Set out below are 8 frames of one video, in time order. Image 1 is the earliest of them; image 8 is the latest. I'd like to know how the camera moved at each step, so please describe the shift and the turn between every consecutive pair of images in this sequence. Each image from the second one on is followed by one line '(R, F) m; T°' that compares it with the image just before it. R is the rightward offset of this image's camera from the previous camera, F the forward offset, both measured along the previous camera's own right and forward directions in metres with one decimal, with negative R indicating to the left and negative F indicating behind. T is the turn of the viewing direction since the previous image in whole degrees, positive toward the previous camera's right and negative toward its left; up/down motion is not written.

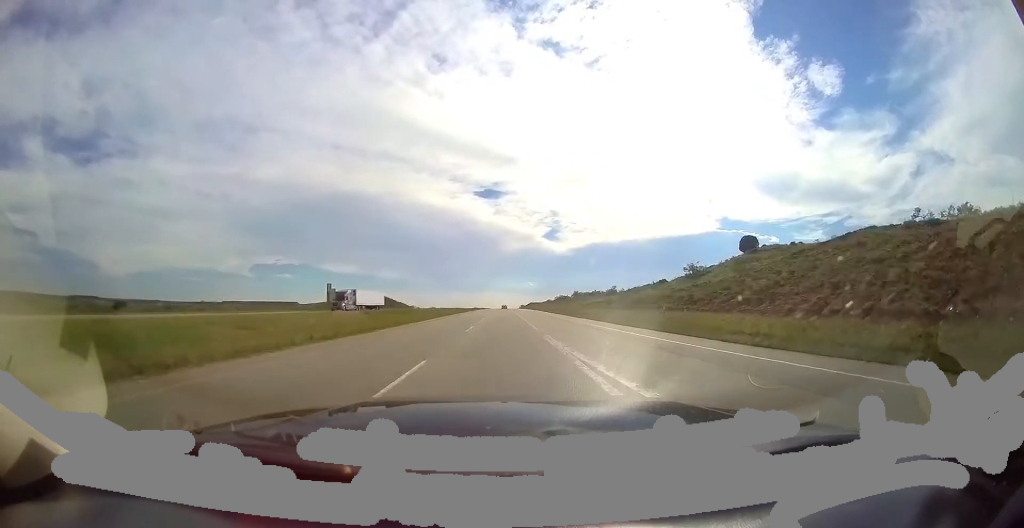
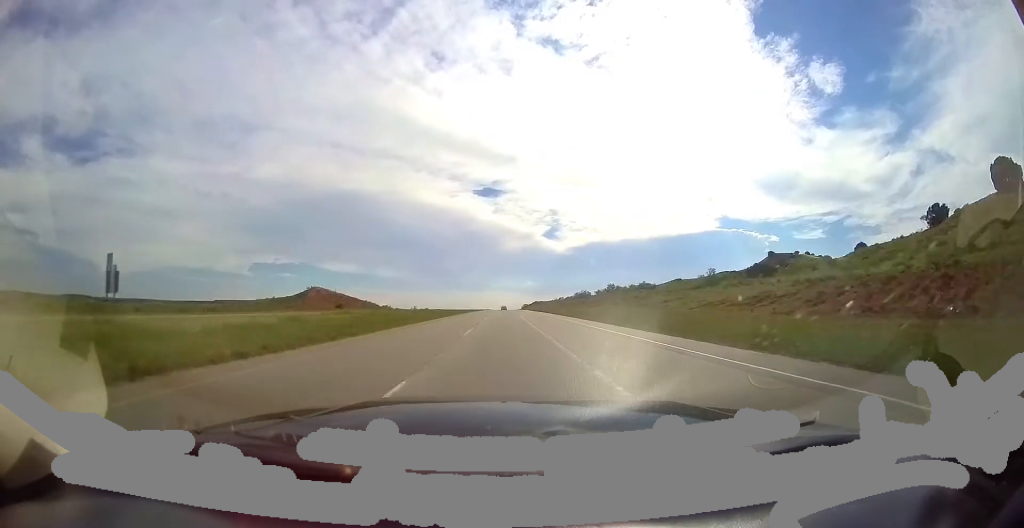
(+0.3, +50.3) m; 0°
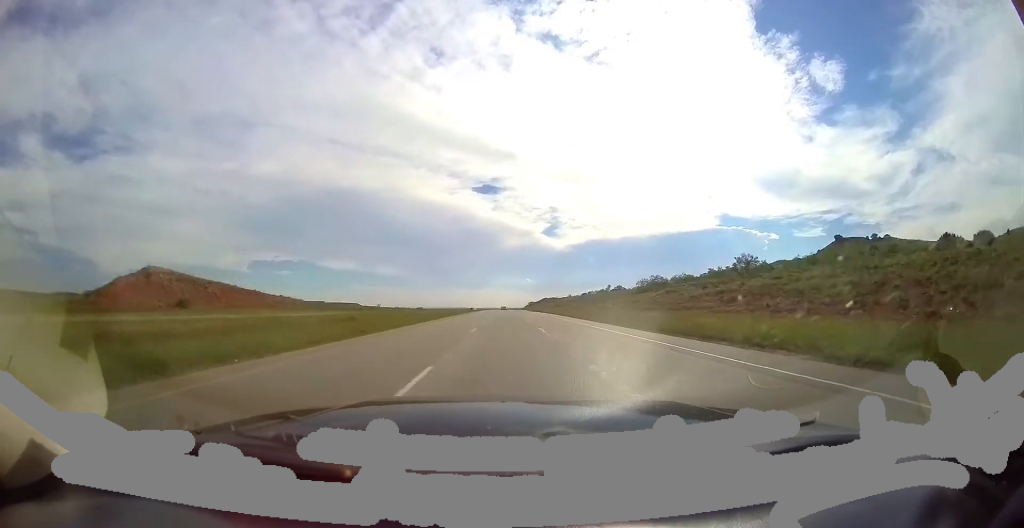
(+0.2, +59.8) m; 0°
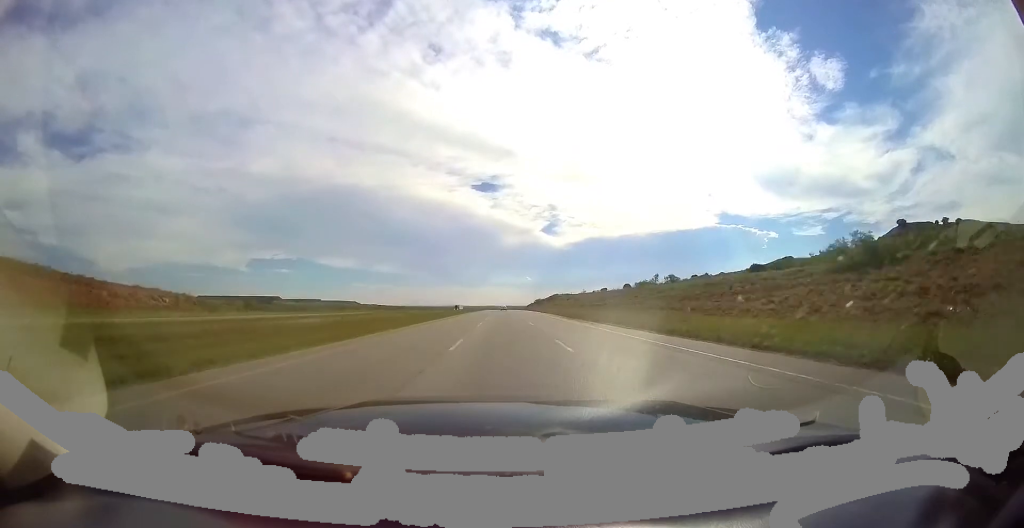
(-0.1, +43.0) m; 0°
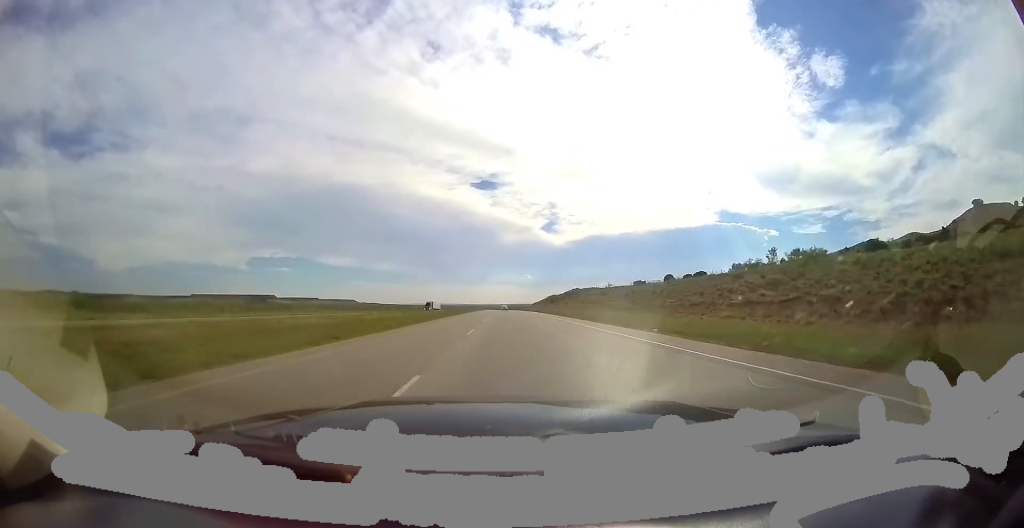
(0.0, +43.1) m; 0°
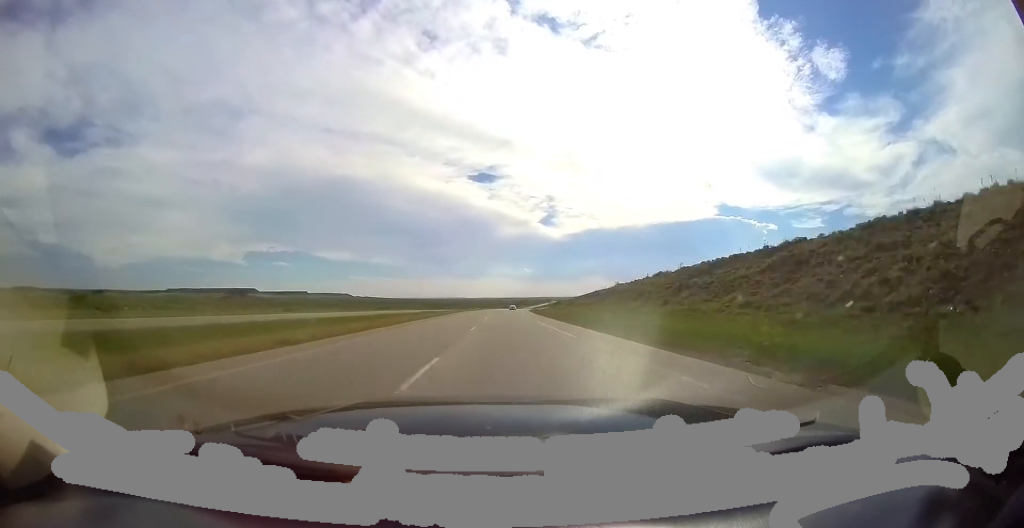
(+1.2, +132.0) m; +2°
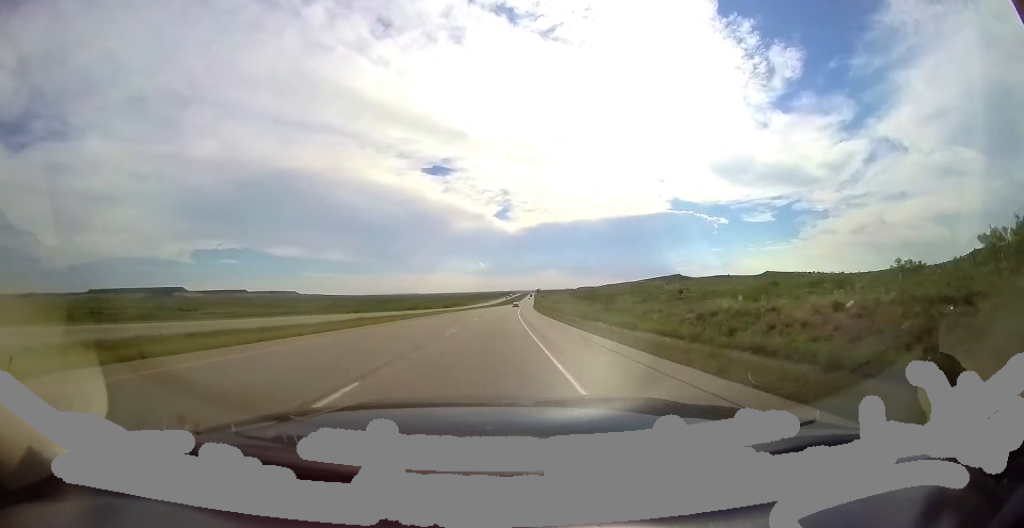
(+7.9, +136.9) m; +7°
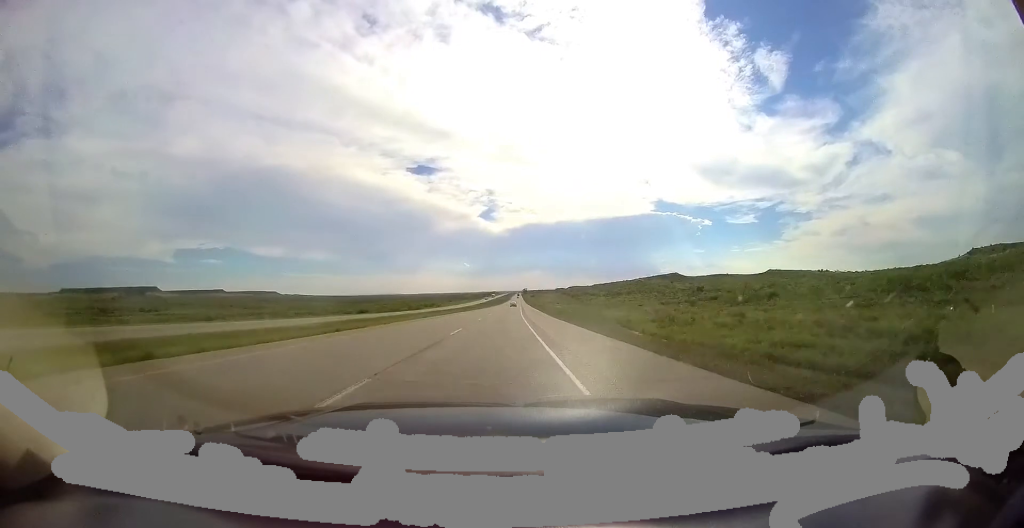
(+0.7, +48.2) m; +2°
